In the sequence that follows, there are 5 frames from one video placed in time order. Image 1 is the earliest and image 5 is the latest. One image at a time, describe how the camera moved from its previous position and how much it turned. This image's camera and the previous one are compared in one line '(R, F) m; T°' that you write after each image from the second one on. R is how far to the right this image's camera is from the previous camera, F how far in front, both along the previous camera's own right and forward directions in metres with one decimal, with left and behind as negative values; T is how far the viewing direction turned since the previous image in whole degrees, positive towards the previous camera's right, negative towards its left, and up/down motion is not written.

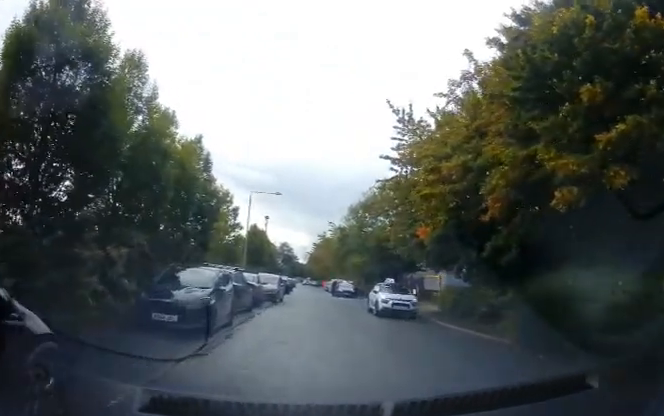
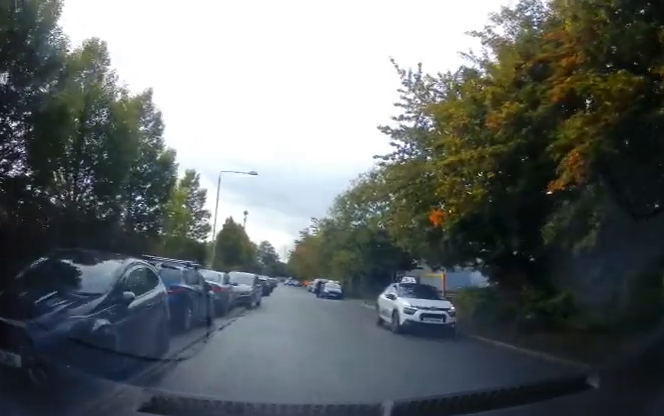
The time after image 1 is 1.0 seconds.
(+0.1, +5.0) m; +4°
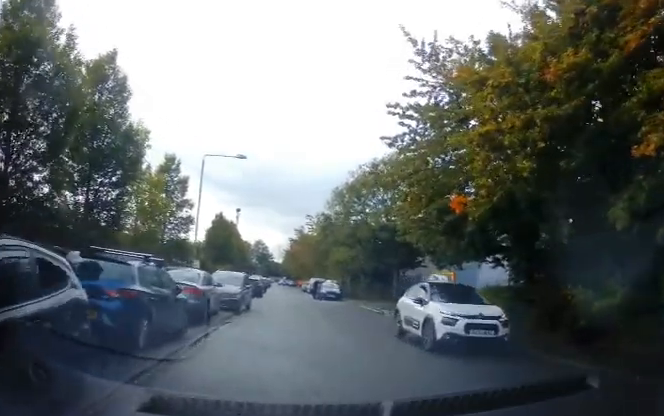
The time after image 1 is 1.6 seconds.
(+0.2, +2.8) m; 0°
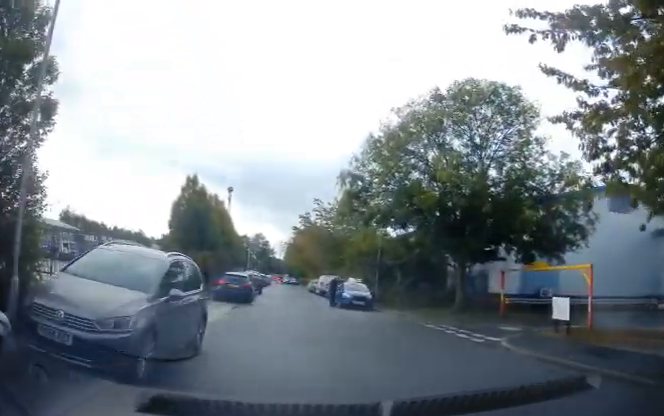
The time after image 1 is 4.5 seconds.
(+0.1, +13.0) m; 0°
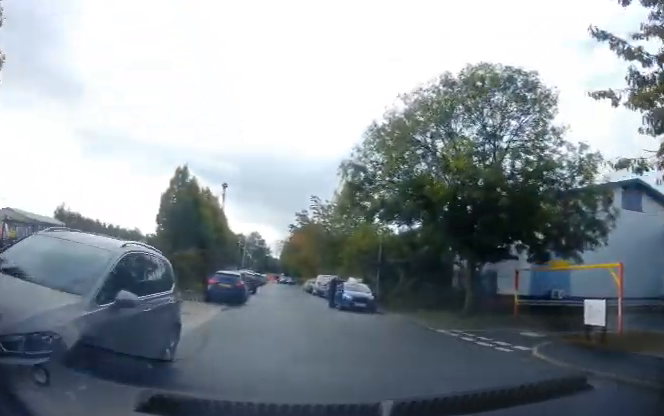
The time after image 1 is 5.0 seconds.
(0.0, +1.7) m; 0°
